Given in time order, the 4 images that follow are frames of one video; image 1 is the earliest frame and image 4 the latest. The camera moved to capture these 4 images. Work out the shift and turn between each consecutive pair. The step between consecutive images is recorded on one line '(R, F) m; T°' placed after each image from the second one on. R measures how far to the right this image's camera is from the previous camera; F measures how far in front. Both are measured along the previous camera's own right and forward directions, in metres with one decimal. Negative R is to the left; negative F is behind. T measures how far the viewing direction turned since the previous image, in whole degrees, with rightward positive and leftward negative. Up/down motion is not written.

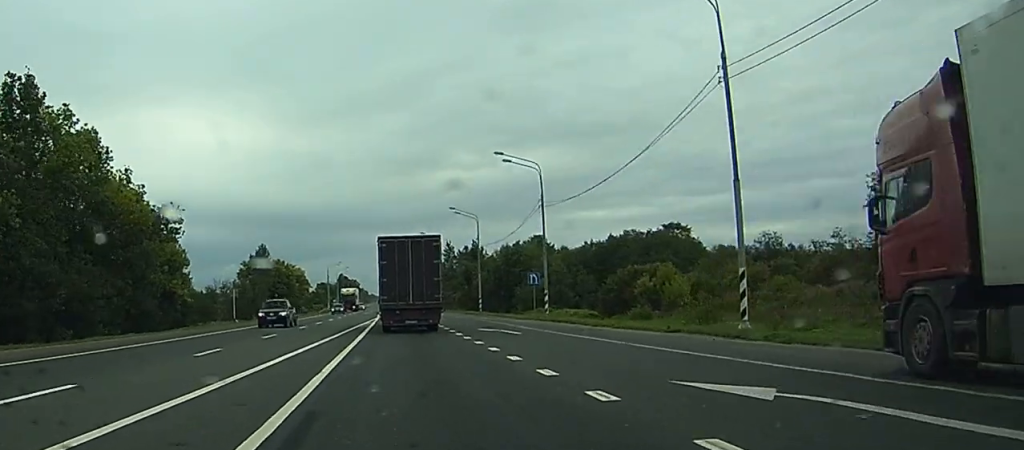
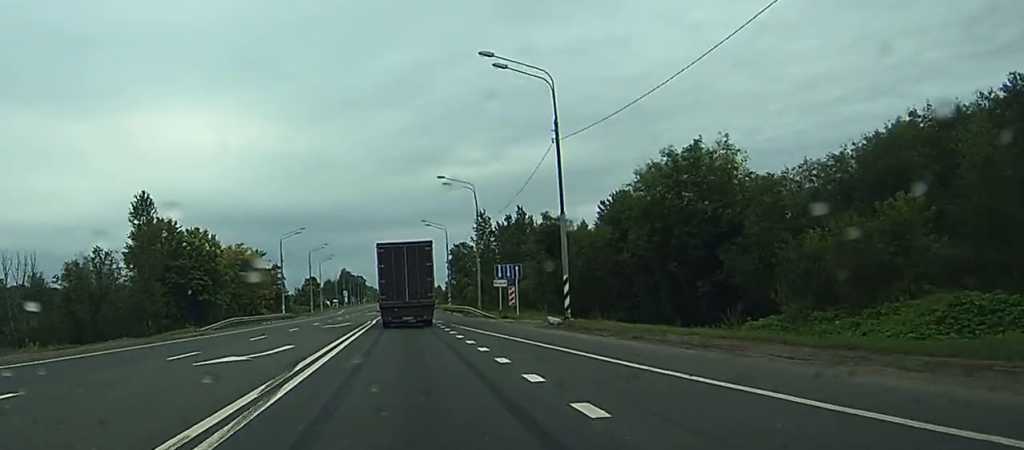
(-0.5, +97.1) m; -1°
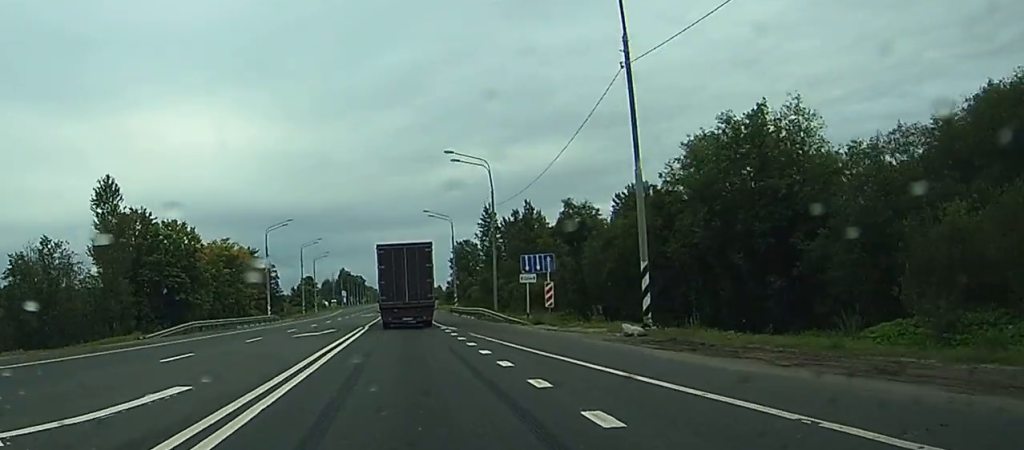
(0.0, +12.6) m; 0°
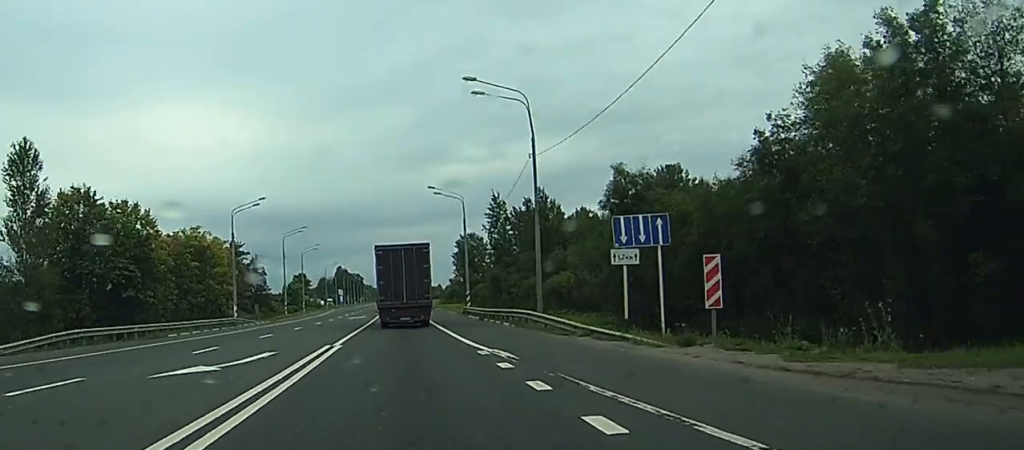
(-0.1, +20.2) m; 0°
